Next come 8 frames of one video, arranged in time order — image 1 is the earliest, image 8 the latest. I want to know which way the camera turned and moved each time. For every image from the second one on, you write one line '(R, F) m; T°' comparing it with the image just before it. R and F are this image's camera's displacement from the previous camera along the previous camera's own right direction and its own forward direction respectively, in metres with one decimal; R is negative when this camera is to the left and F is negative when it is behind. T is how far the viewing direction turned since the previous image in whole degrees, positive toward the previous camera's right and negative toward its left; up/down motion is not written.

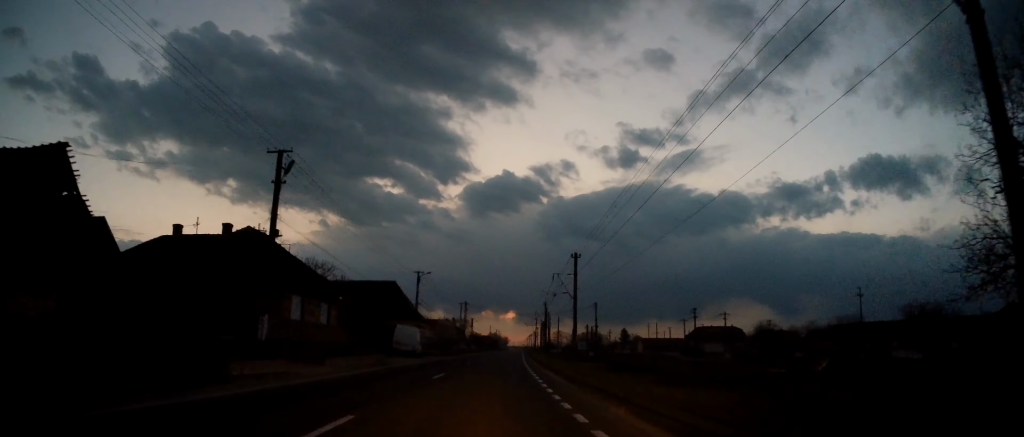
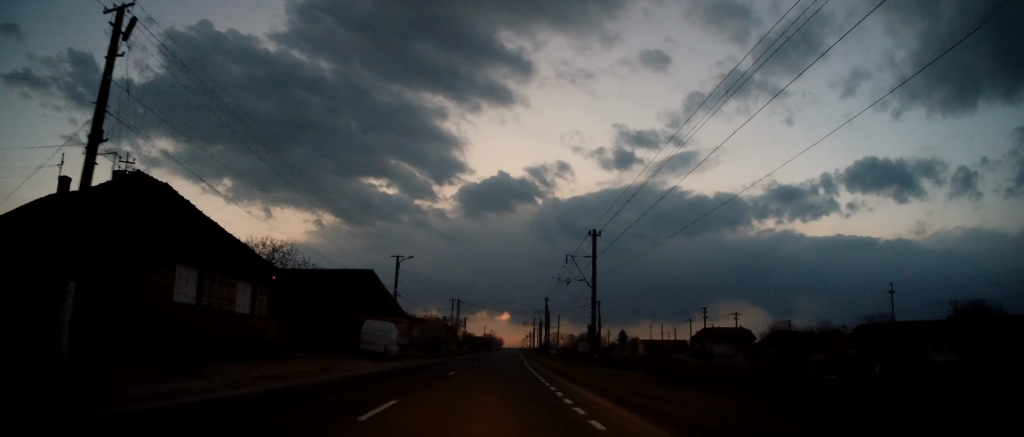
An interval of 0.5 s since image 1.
(+0.1, +10.2) m; 0°
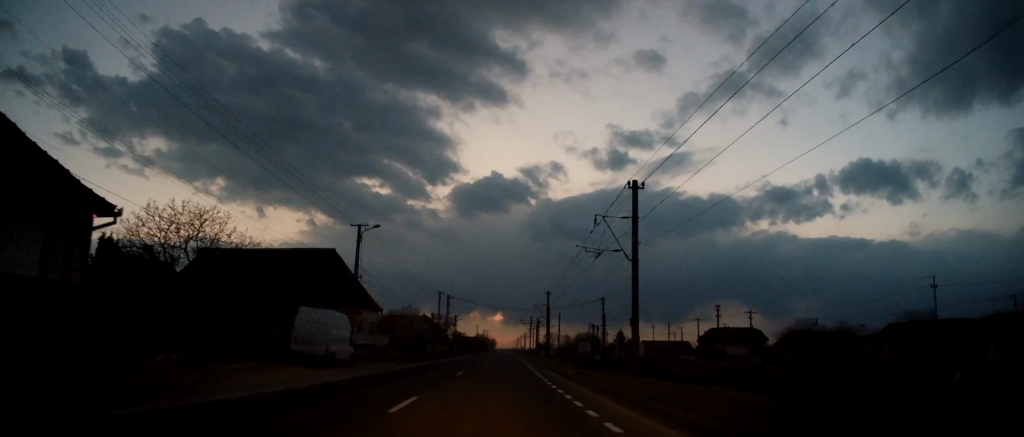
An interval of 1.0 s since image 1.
(0.0, +11.7) m; 0°
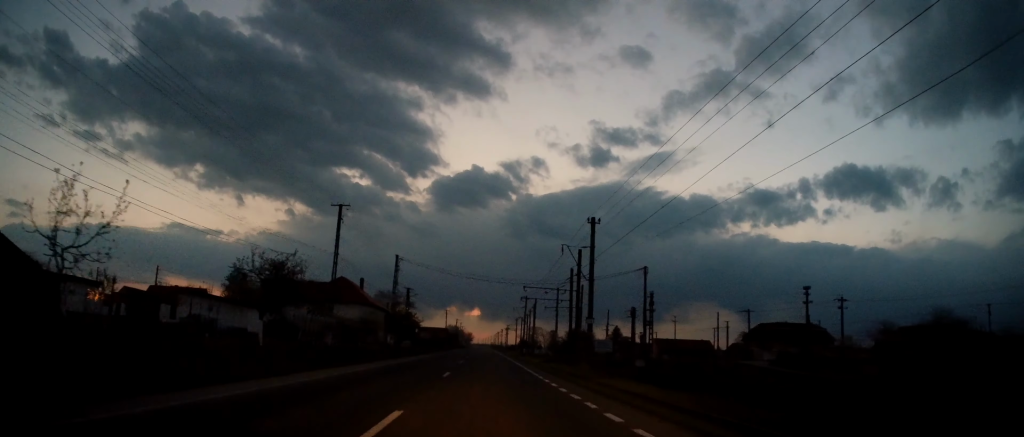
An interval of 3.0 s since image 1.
(+0.8, +43.3) m; +3°
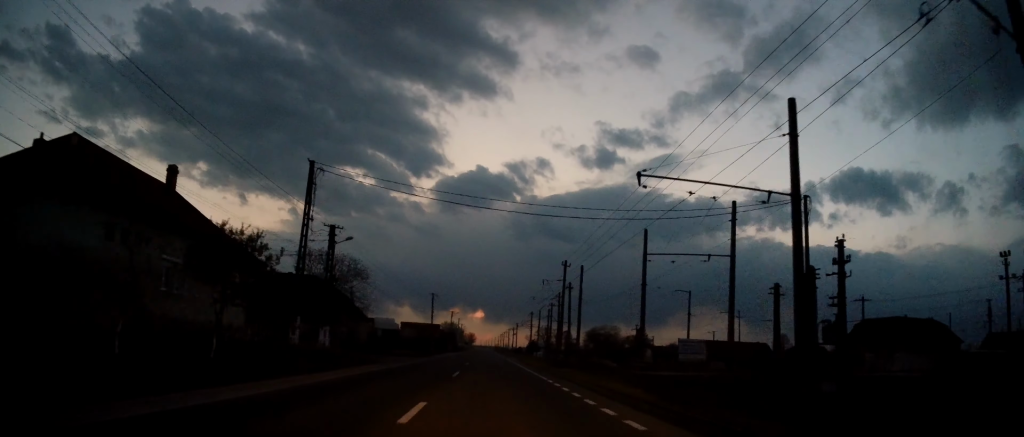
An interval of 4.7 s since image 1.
(+0.3, +37.6) m; +1°
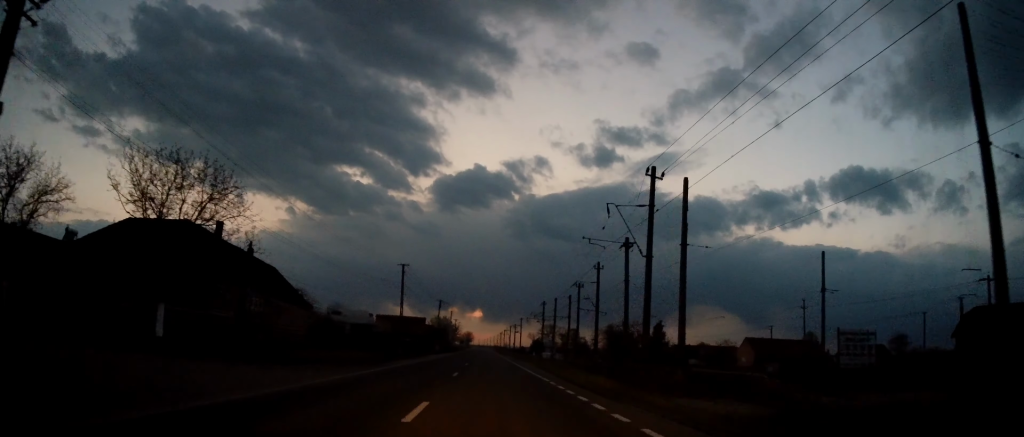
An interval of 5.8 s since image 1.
(+0.4, +26.0) m; +1°
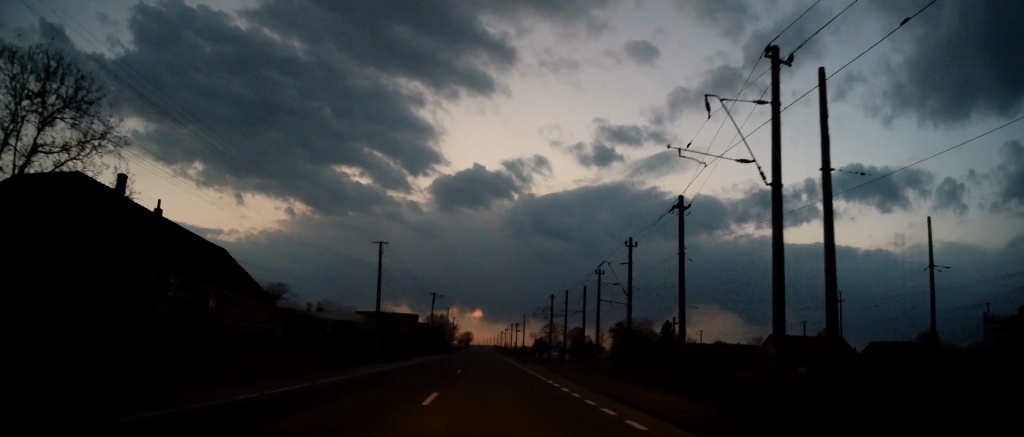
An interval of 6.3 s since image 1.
(+0.2, +10.4) m; 0°
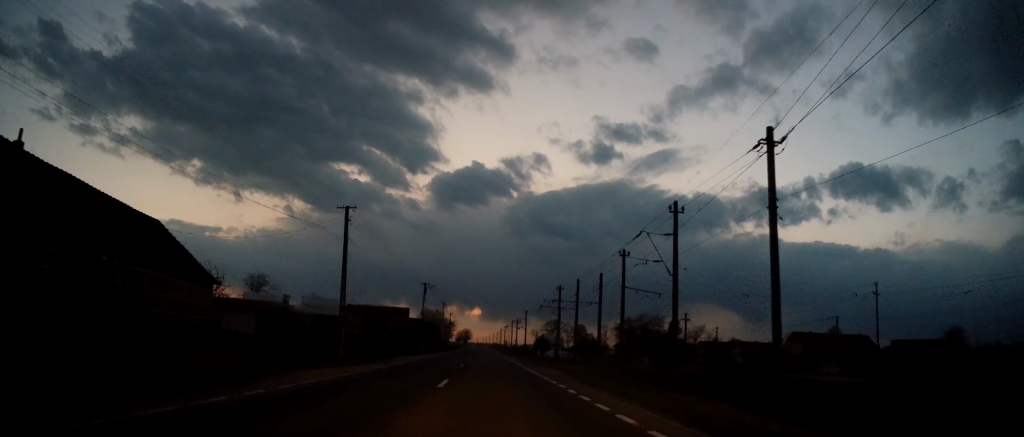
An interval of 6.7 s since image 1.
(-0.3, +9.0) m; 0°
